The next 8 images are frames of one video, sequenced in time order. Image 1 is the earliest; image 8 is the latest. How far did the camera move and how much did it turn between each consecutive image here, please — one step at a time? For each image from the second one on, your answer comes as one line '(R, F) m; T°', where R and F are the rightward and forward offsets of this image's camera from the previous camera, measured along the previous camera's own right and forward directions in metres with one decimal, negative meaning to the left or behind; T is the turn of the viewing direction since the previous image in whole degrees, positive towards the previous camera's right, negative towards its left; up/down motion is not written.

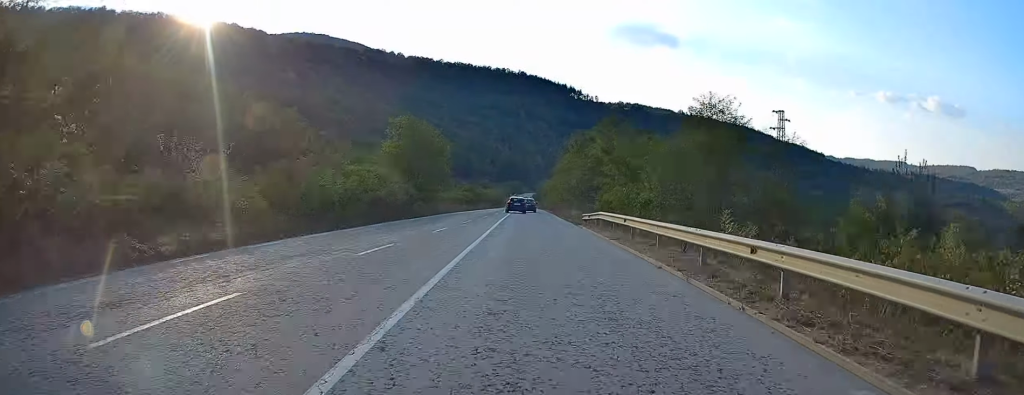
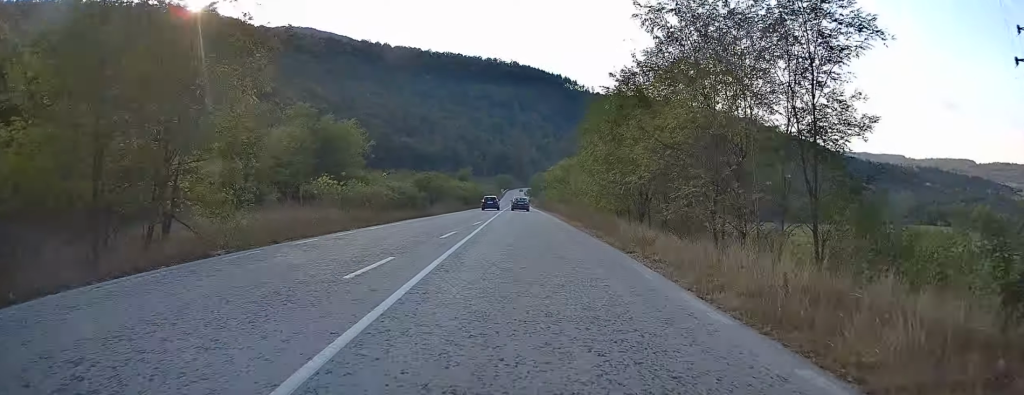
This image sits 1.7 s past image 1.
(-0.1, +39.7) m; +1°
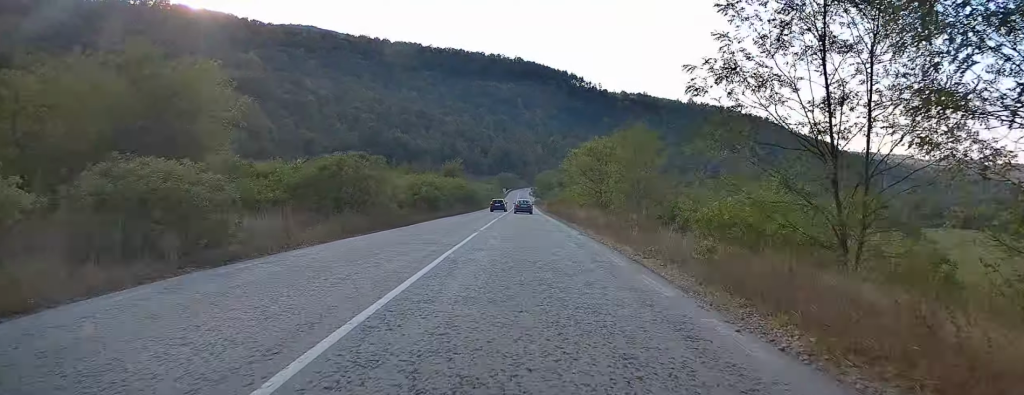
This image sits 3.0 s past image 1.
(+0.2, +30.0) m; 0°
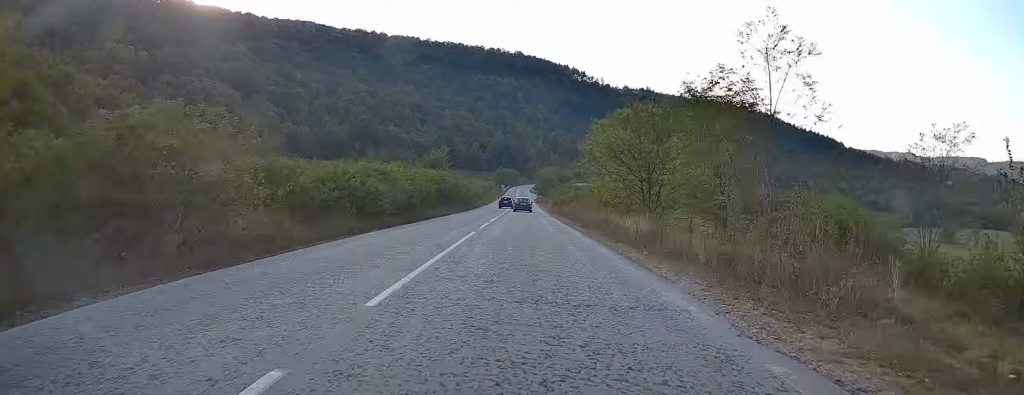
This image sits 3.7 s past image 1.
(0.0, +18.3) m; 0°
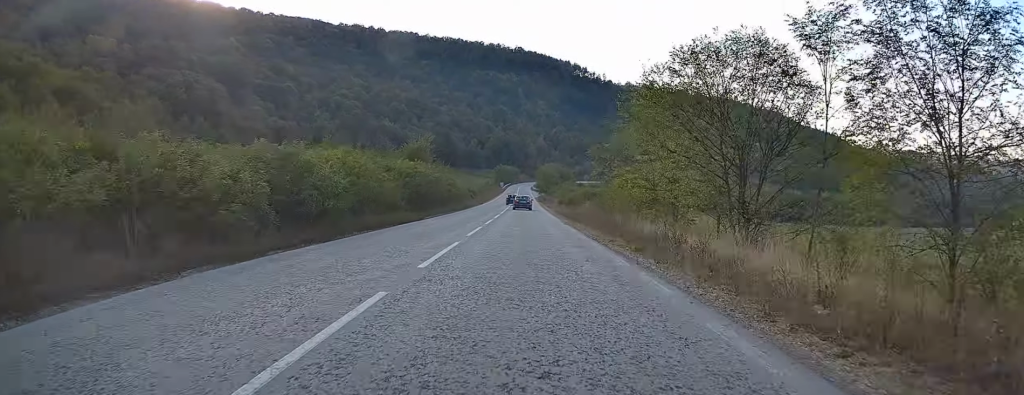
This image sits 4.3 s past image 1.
(0.0, +14.4) m; 0°
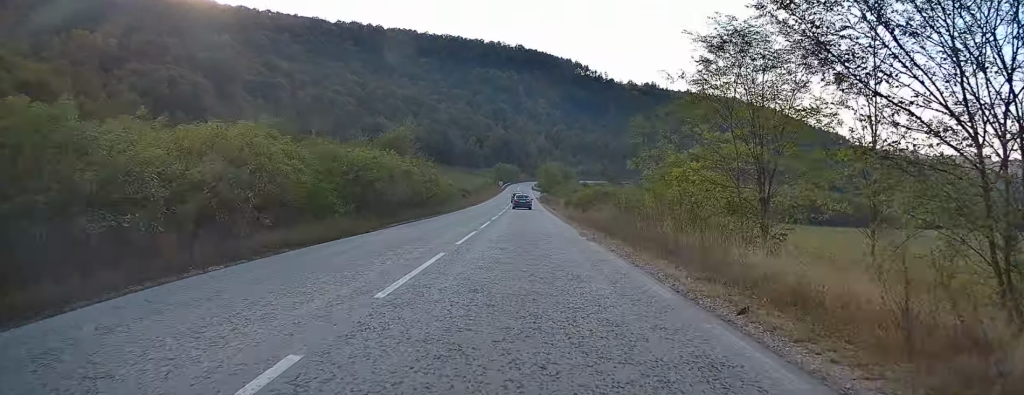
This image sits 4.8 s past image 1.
(0.0, +12.0) m; 0°
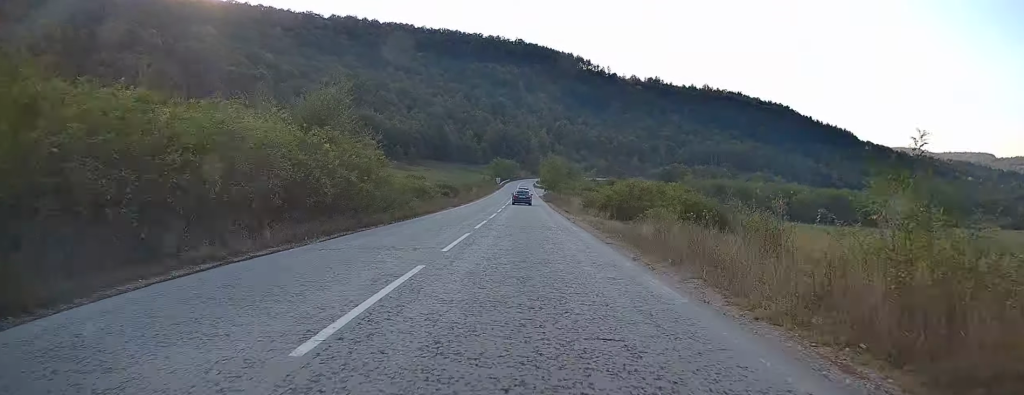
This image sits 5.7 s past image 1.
(0.0, +20.8) m; 0°
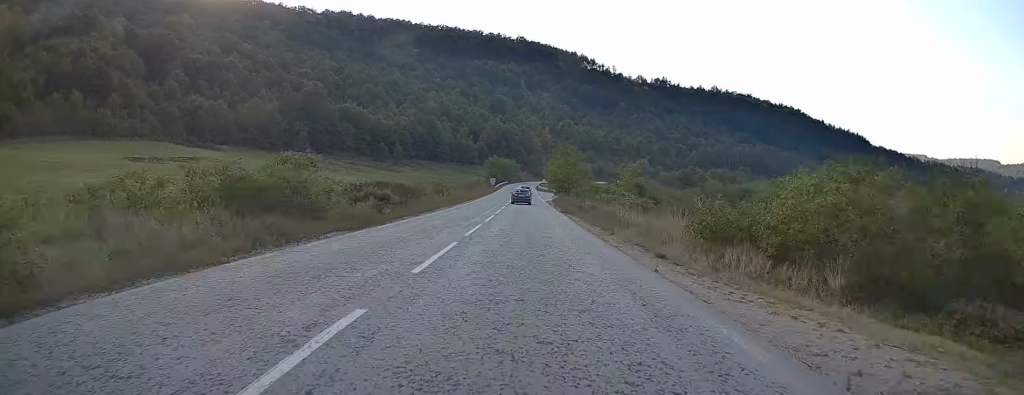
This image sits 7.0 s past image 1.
(0.0, +31.2) m; 0°
